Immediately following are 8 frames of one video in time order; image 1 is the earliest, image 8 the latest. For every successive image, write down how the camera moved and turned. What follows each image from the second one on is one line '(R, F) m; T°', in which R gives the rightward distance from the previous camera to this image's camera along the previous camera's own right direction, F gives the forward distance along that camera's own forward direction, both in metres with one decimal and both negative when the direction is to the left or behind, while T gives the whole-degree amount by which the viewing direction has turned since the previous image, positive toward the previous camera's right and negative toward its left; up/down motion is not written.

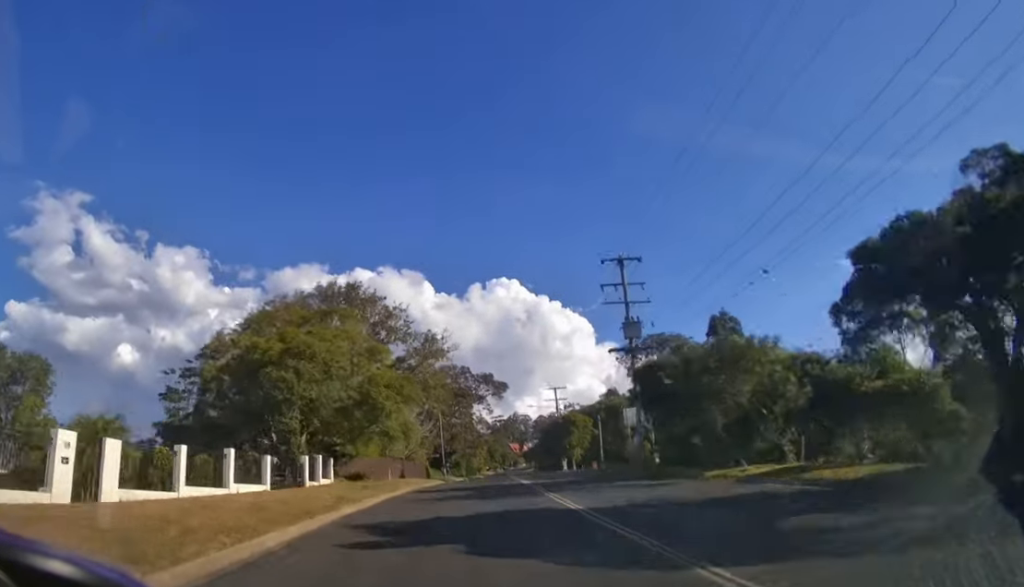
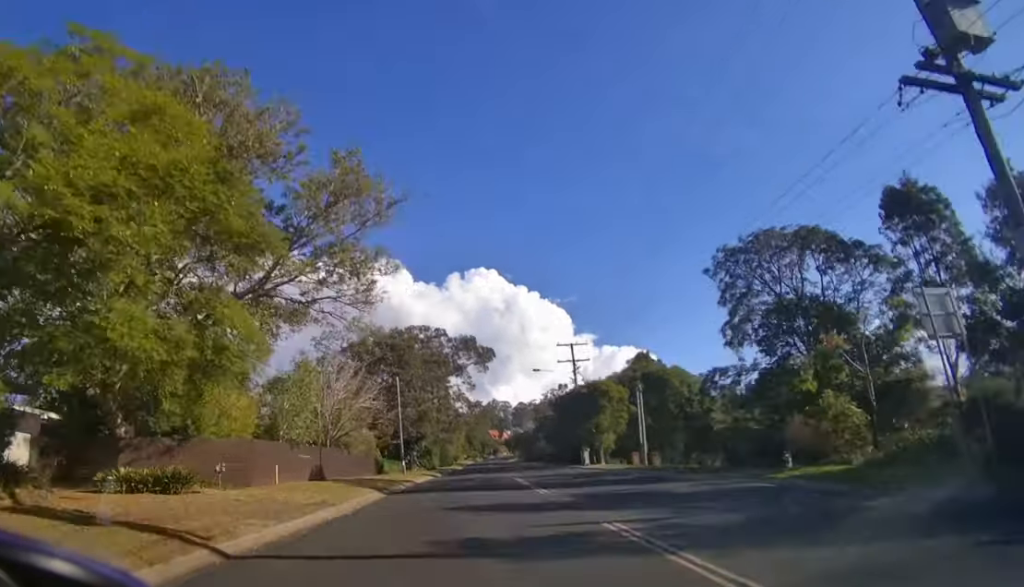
(+0.4, +20.0) m; +2°
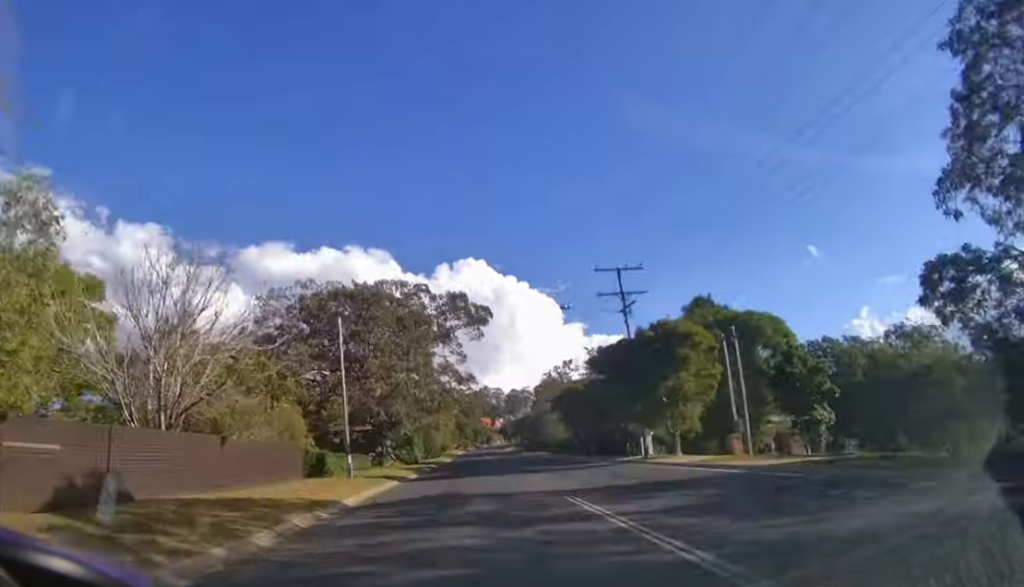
(+0.2, +15.4) m; +1°
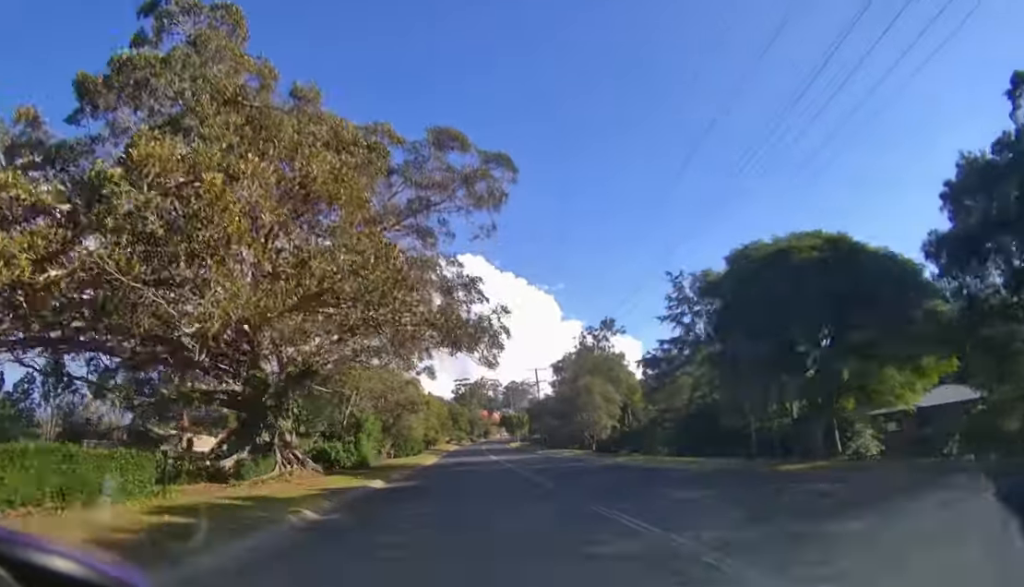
(+0.4, +27.8) m; +1°
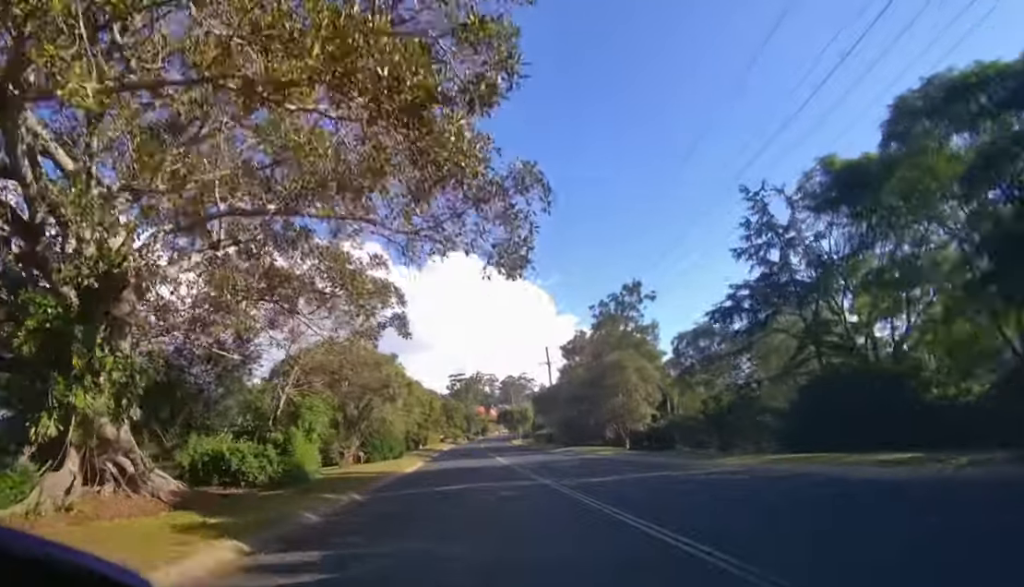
(0.0, +13.5) m; 0°
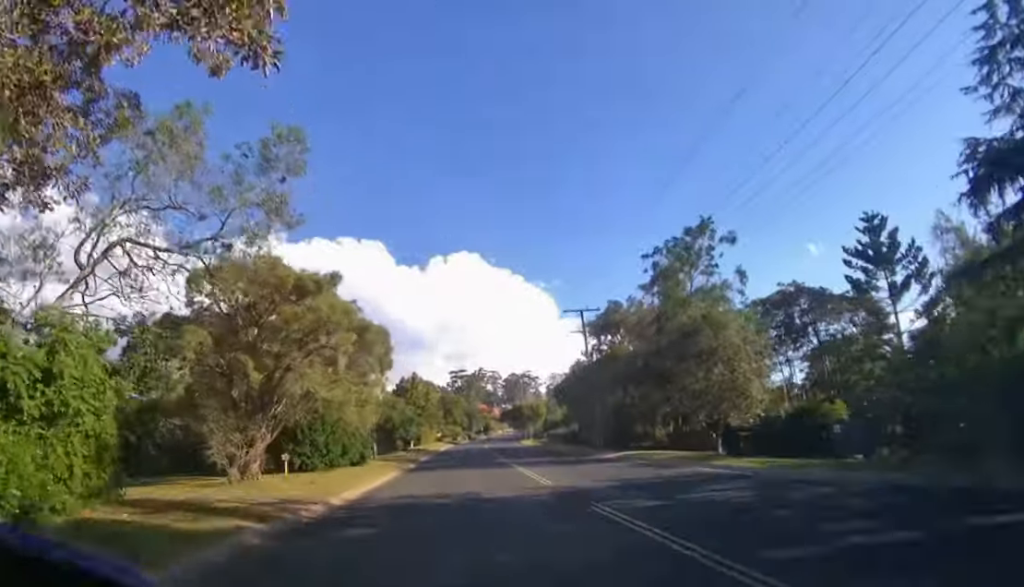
(+0.1, +16.3) m; 0°
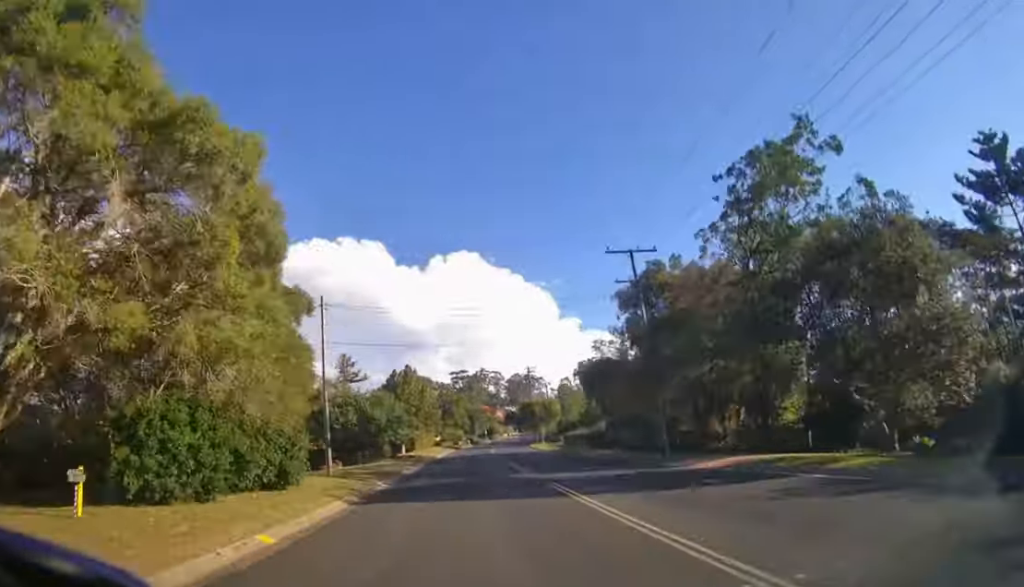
(0.0, +12.6) m; 0°
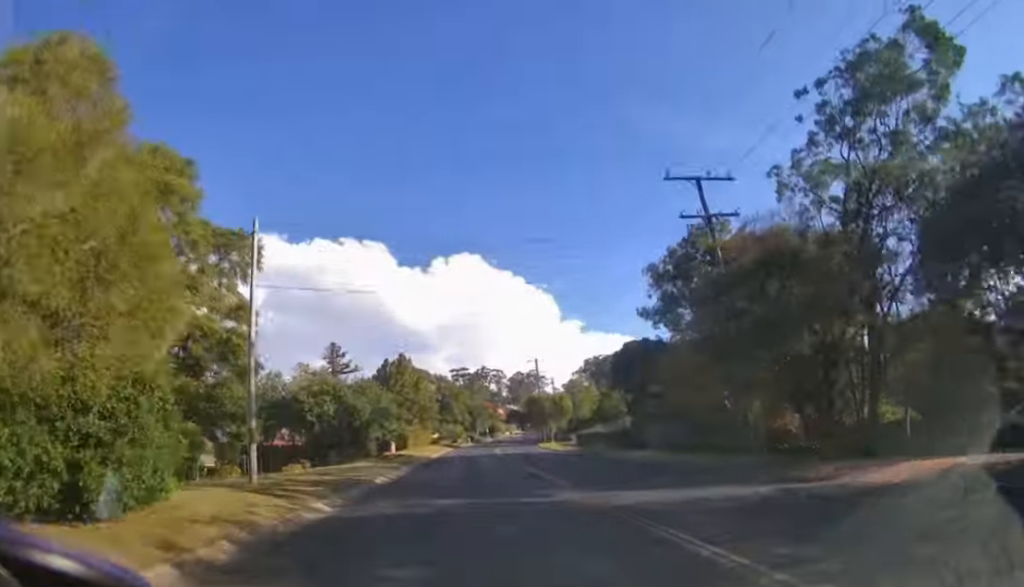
(0.0, +9.6) m; 0°
